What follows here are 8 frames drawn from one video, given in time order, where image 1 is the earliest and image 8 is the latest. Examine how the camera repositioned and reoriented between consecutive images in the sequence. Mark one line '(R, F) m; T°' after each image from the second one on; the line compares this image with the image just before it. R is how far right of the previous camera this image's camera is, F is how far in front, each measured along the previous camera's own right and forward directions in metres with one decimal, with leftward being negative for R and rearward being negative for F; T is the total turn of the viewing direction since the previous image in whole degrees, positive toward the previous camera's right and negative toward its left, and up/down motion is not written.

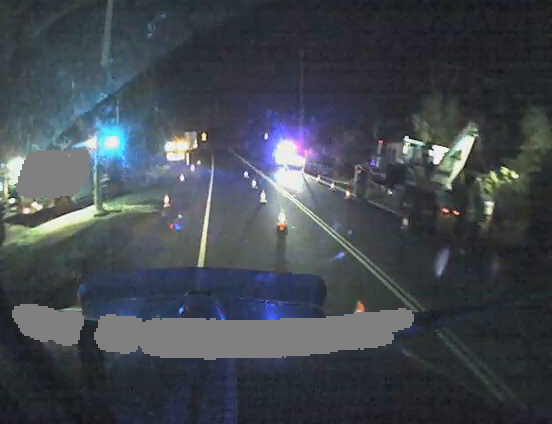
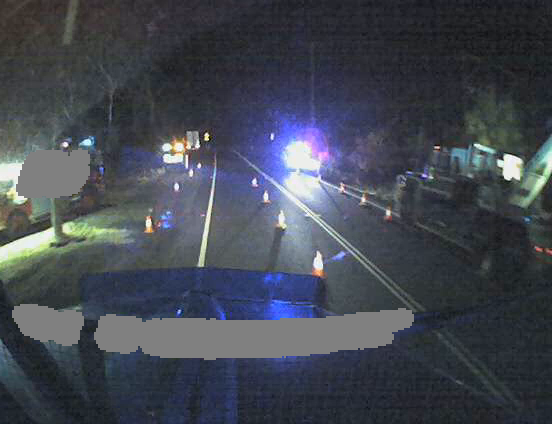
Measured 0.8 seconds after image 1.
(0.0, +5.3) m; 0°
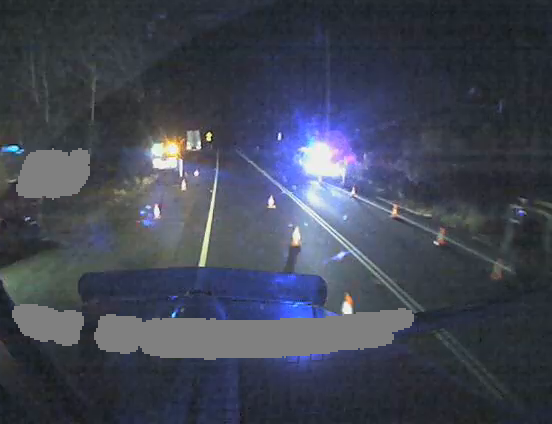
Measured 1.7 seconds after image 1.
(0.0, +6.4) m; +3°
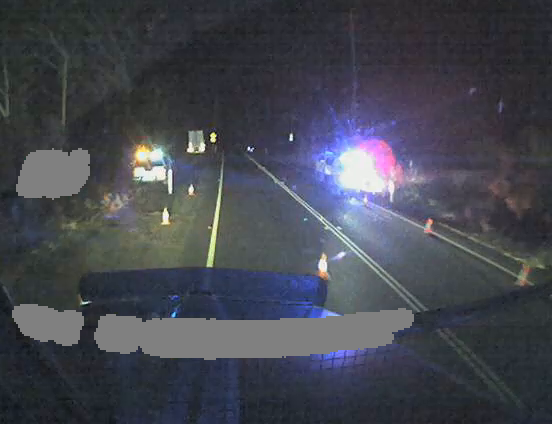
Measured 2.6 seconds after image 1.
(+0.3, +6.4) m; 0°
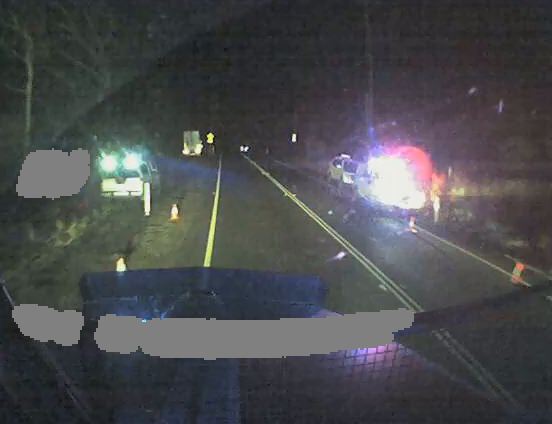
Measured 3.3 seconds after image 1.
(-0.1, +4.5) m; -1°
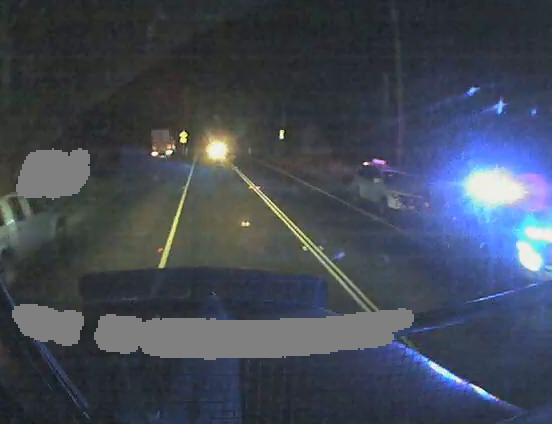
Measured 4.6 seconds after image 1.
(-0.3, +10.0) m; +1°
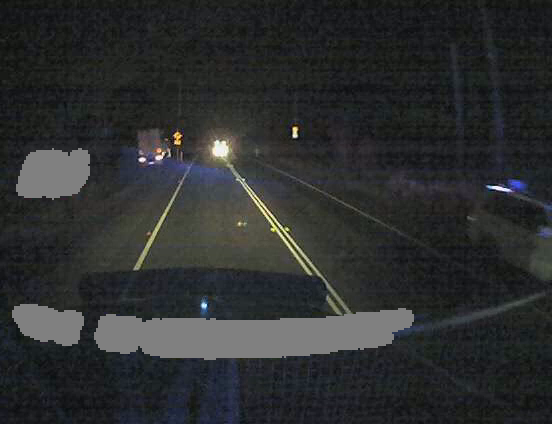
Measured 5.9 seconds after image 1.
(+0.4, +9.9) m; +3°
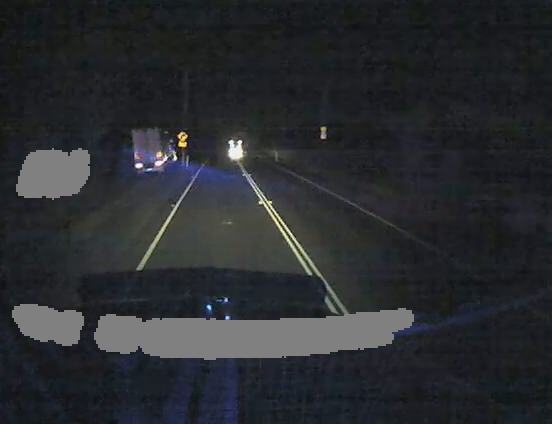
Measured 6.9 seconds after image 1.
(-0.1, +8.8) m; -3°
